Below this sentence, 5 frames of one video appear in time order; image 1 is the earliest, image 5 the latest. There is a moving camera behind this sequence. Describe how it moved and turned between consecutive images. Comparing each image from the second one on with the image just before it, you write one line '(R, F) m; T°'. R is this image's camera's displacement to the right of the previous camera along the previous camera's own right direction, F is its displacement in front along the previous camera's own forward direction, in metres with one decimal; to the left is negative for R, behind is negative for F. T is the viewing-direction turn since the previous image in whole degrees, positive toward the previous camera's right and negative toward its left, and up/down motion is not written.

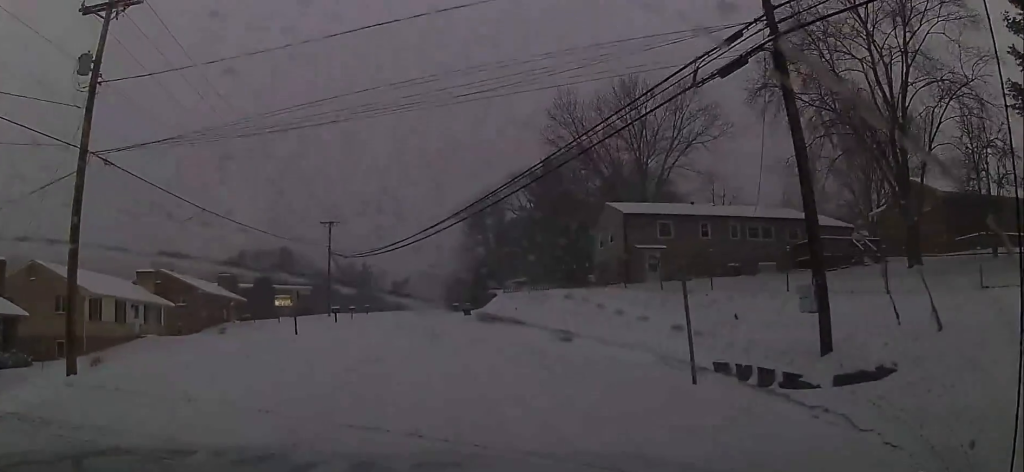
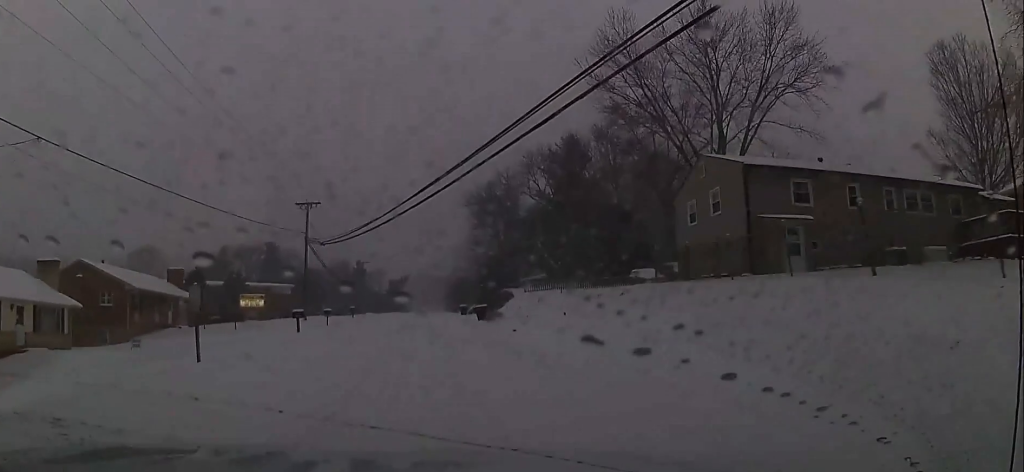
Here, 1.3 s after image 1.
(-0.3, +15.5) m; +1°
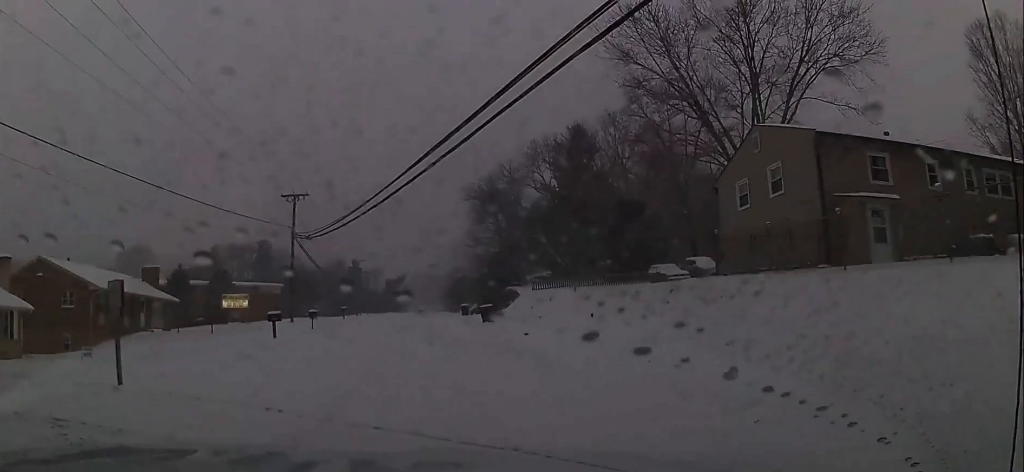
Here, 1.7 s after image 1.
(+0.1, +5.2) m; +1°
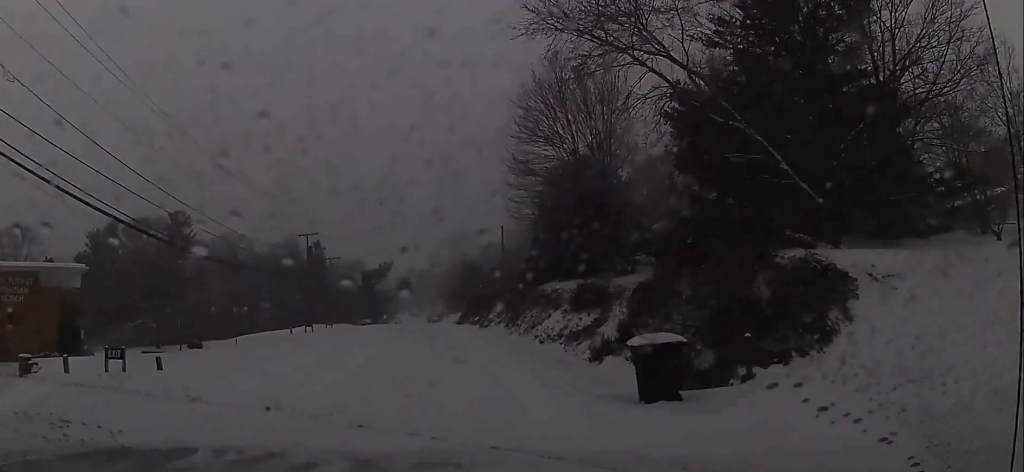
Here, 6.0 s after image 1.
(-0.7, +51.6) m; 0°
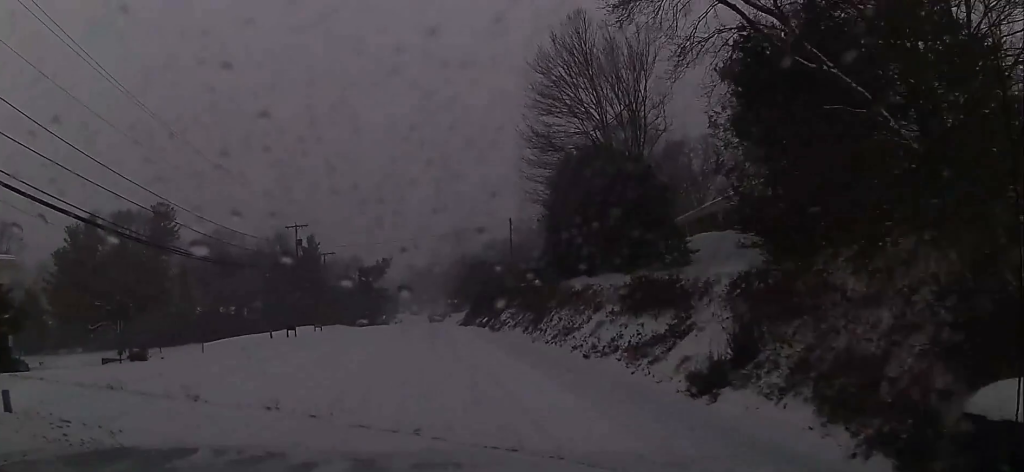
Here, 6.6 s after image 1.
(0.0, +7.2) m; -1°
